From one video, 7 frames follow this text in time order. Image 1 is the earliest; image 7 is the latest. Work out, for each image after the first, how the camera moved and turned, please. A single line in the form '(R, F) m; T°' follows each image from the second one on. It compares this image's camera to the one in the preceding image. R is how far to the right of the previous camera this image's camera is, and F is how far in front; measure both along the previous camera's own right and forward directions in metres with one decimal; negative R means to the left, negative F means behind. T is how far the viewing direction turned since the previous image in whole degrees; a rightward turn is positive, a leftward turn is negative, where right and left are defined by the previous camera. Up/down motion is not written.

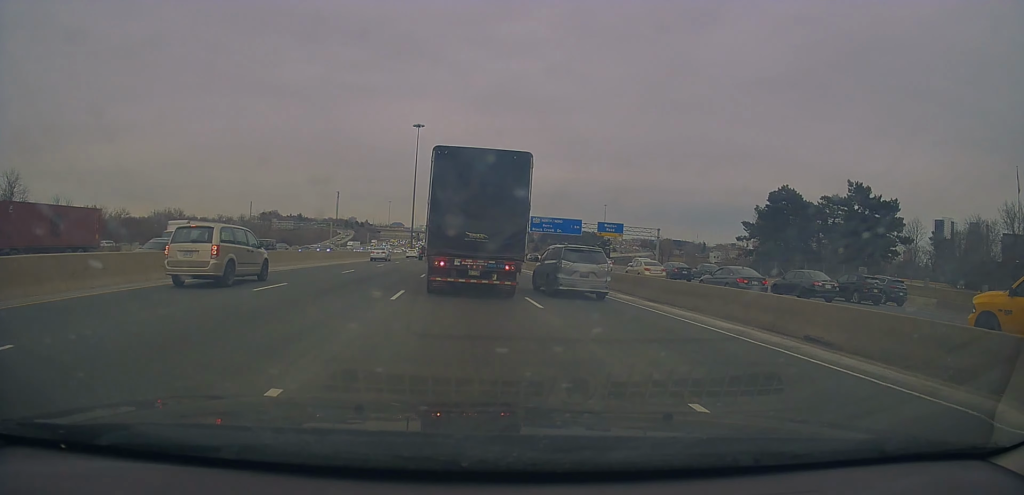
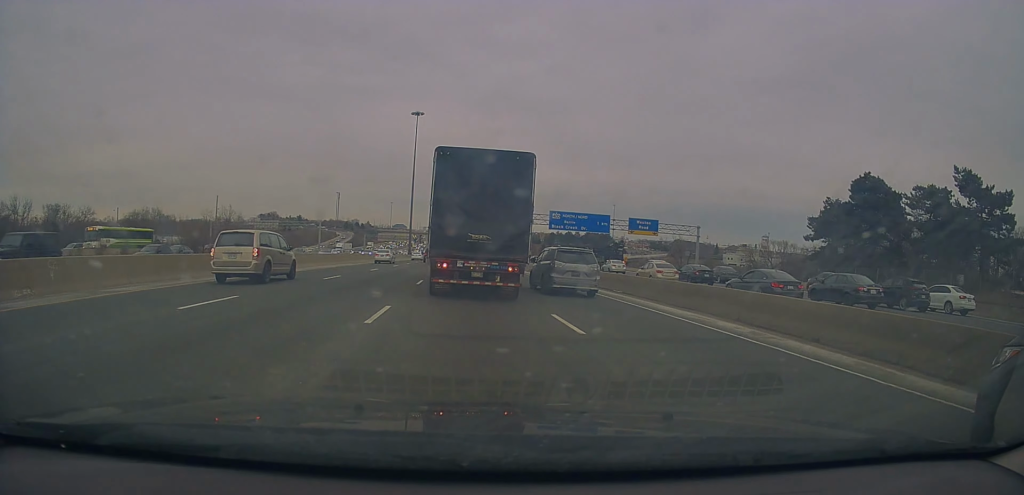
(+0.4, +18.4) m; +2°
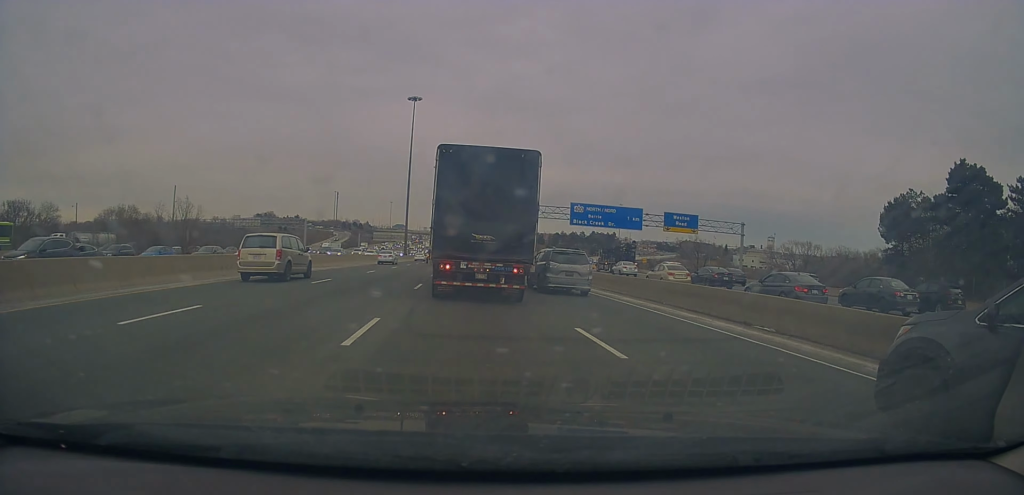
(-0.2, +15.1) m; -2°
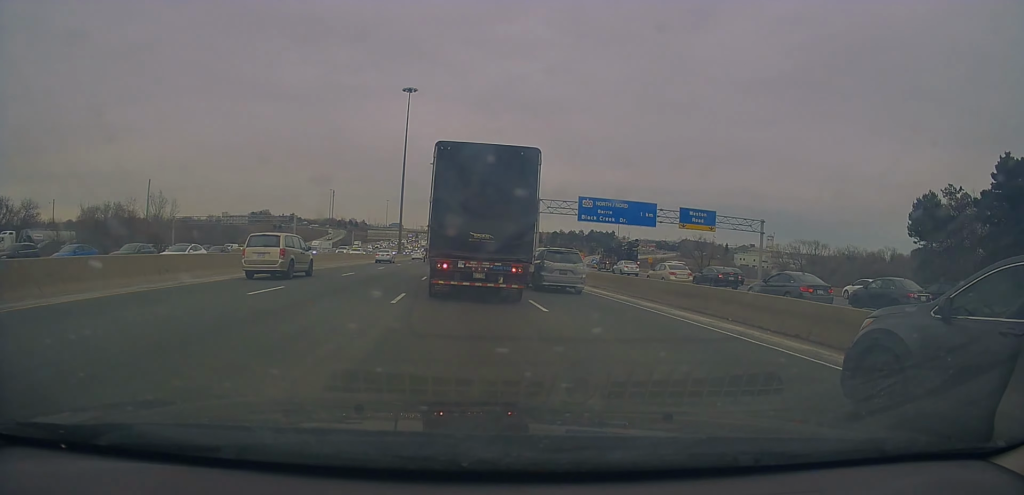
(-0.1, +6.0) m; -1°
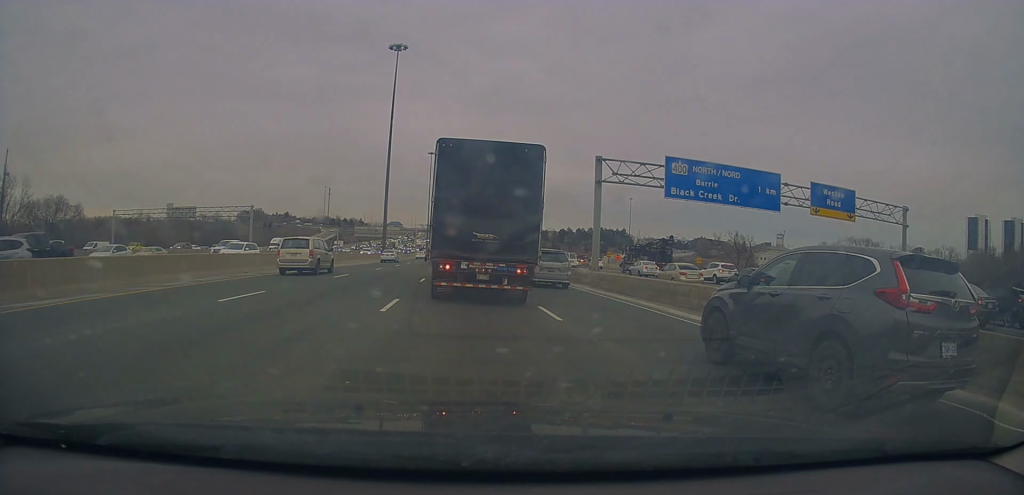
(-0.5, +26.6) m; +1°
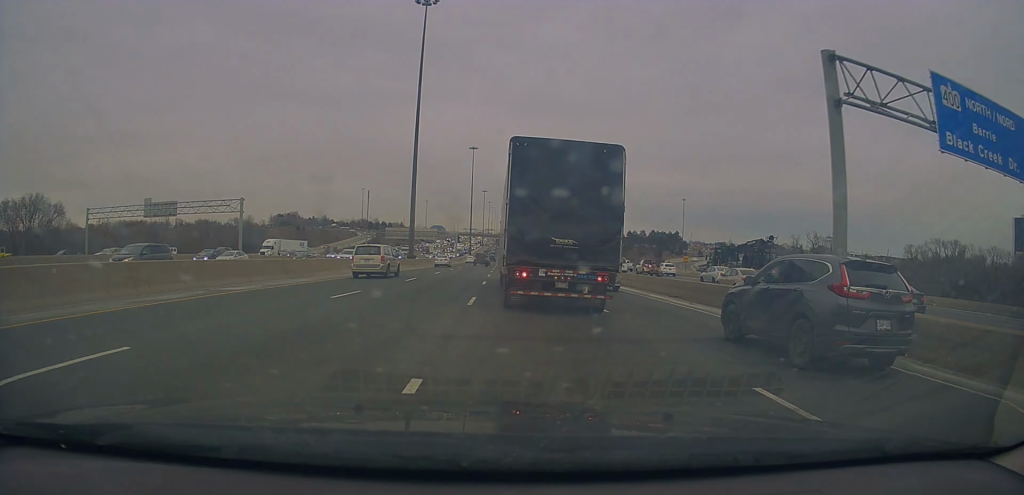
(+0.7, +20.6) m; 0°
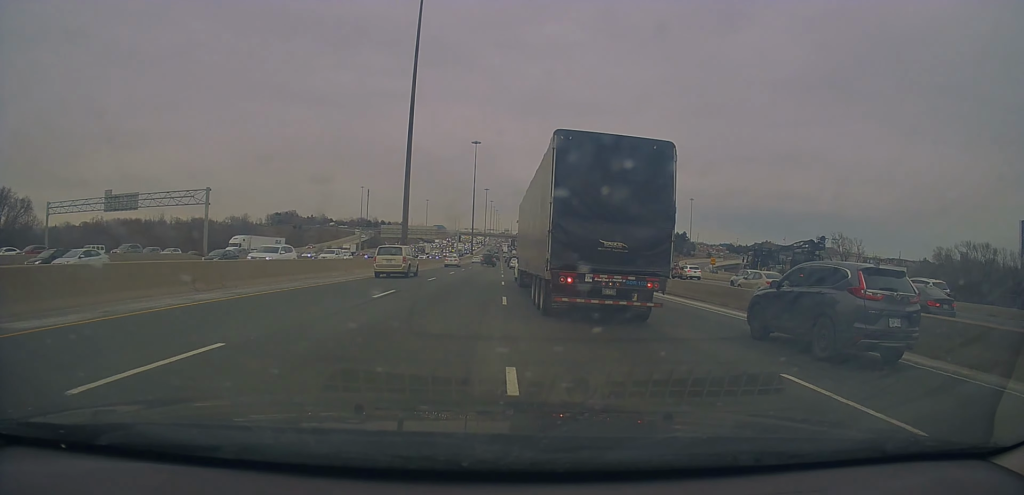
(-0.2, +10.6) m; -2°
